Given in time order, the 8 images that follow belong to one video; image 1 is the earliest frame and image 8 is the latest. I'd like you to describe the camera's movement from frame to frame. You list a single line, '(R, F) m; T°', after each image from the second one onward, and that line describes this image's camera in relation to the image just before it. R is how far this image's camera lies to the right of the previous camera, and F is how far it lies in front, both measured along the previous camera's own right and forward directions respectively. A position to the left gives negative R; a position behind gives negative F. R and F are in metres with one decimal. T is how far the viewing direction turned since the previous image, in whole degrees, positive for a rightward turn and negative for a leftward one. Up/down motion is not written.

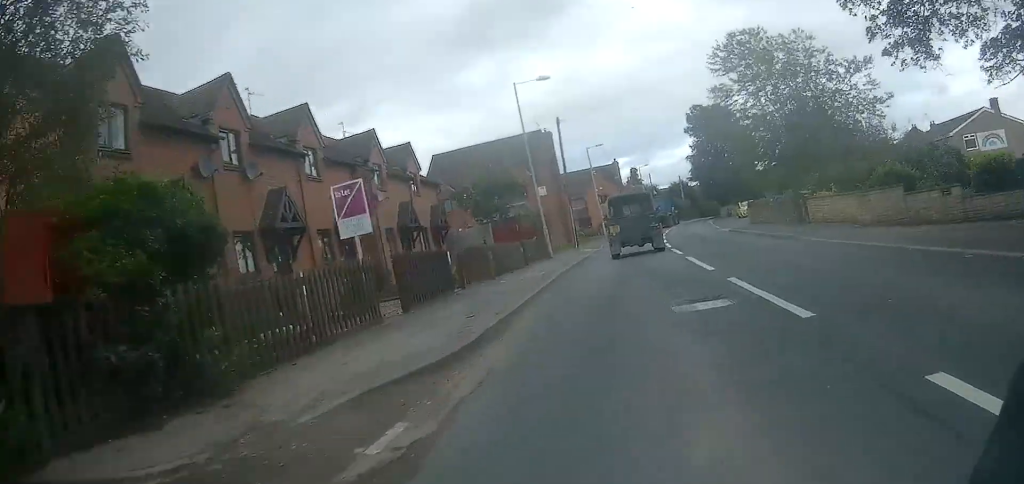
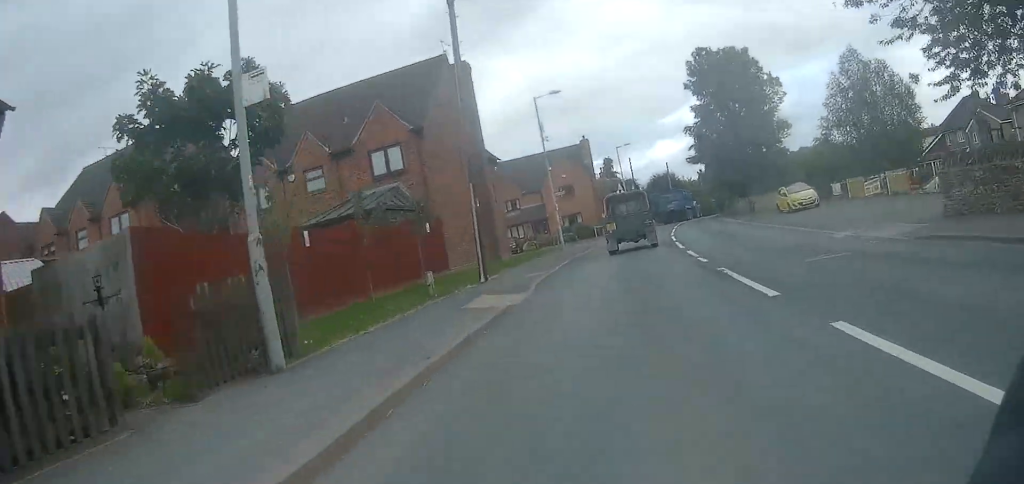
(+0.6, +22.4) m; +3°
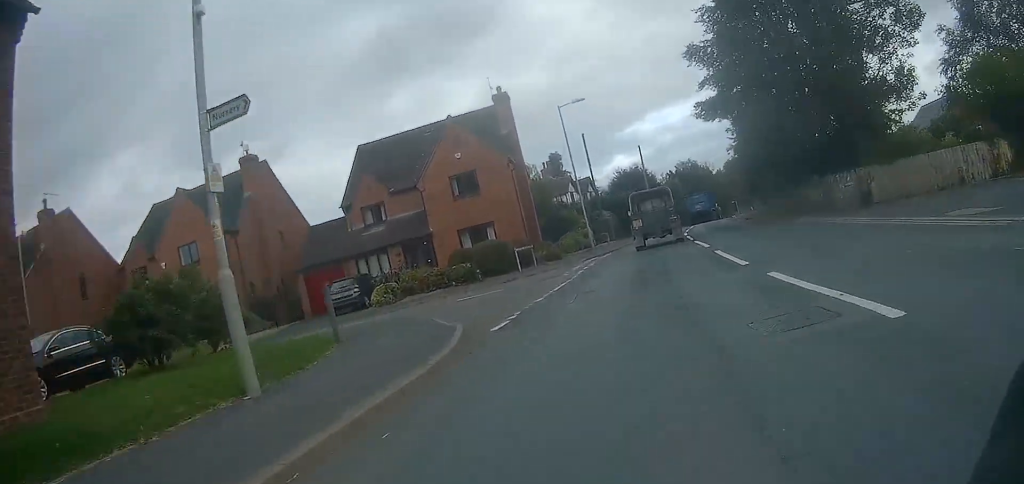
(+1.3, +27.1) m; +5°
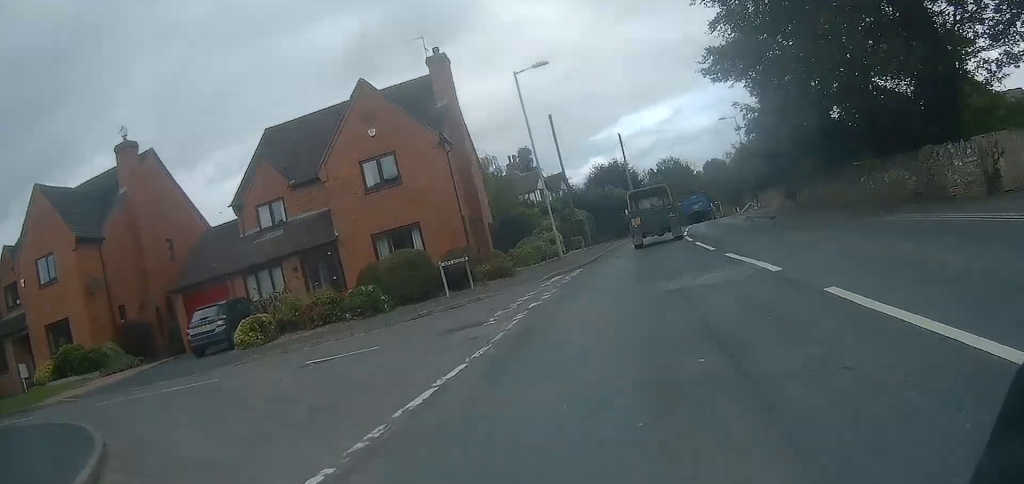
(+0.1, +8.7) m; +1°
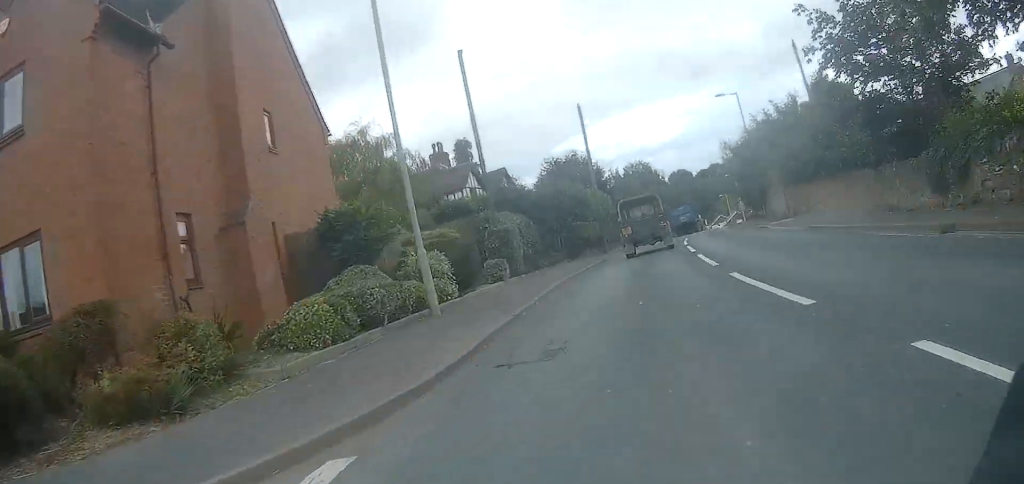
(+0.3, +14.7) m; +3°
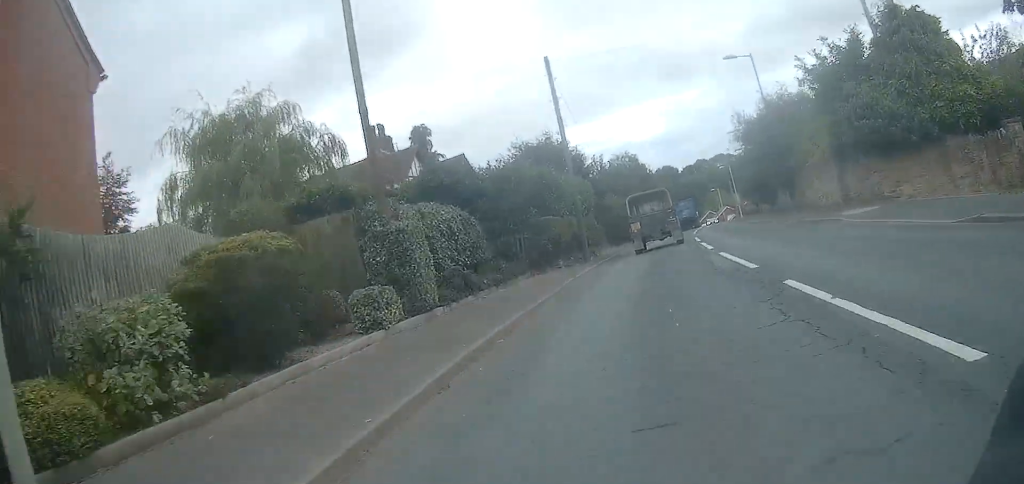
(+0.1, +8.8) m; +3°
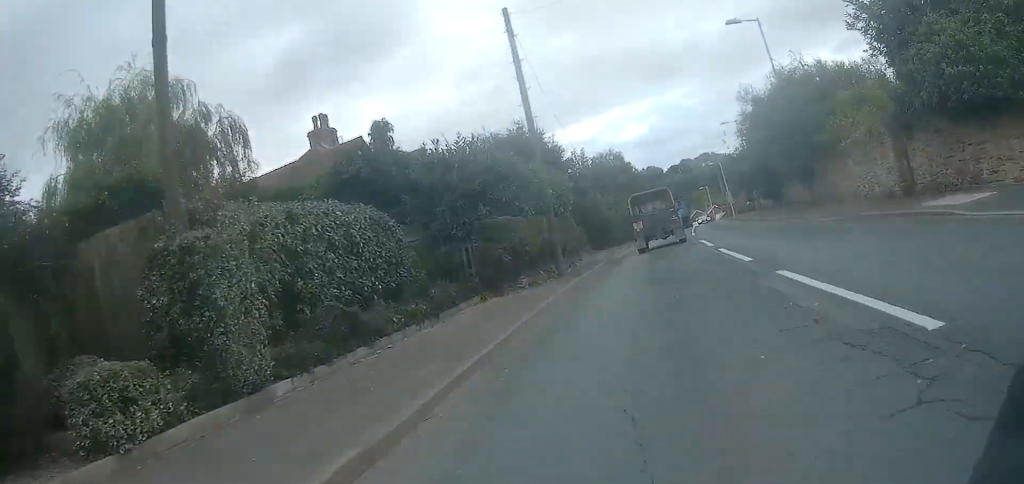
(+0.2, +5.5) m; +2°
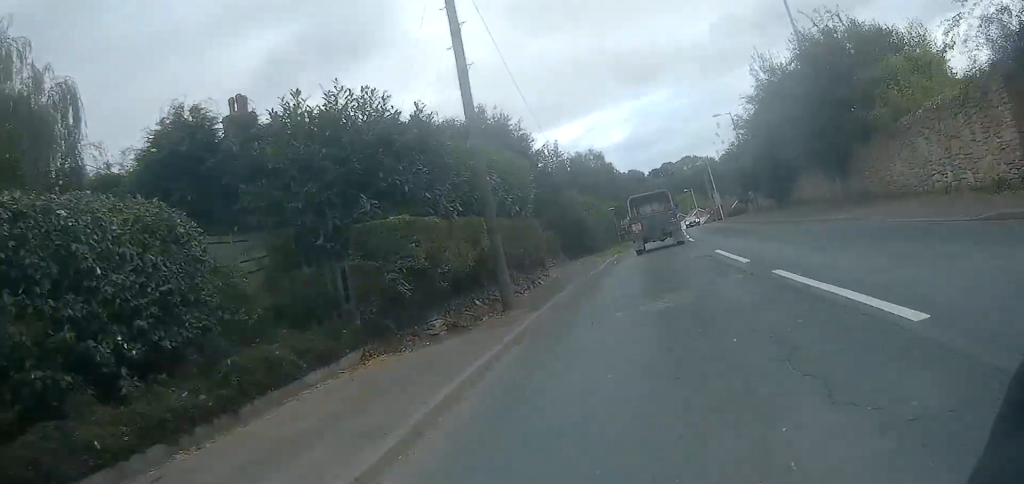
(0.0, +5.9) m; +2°
